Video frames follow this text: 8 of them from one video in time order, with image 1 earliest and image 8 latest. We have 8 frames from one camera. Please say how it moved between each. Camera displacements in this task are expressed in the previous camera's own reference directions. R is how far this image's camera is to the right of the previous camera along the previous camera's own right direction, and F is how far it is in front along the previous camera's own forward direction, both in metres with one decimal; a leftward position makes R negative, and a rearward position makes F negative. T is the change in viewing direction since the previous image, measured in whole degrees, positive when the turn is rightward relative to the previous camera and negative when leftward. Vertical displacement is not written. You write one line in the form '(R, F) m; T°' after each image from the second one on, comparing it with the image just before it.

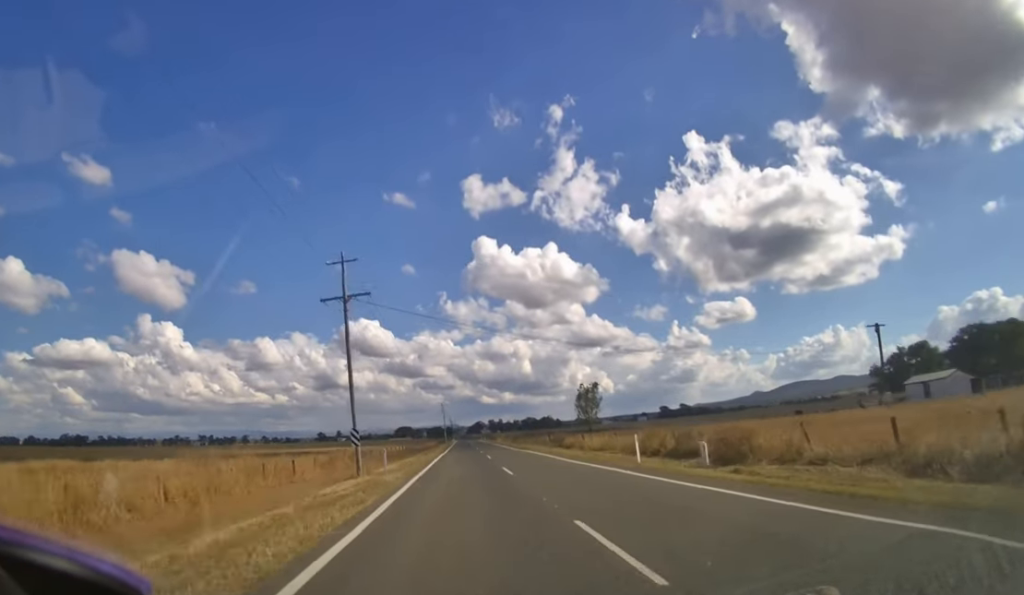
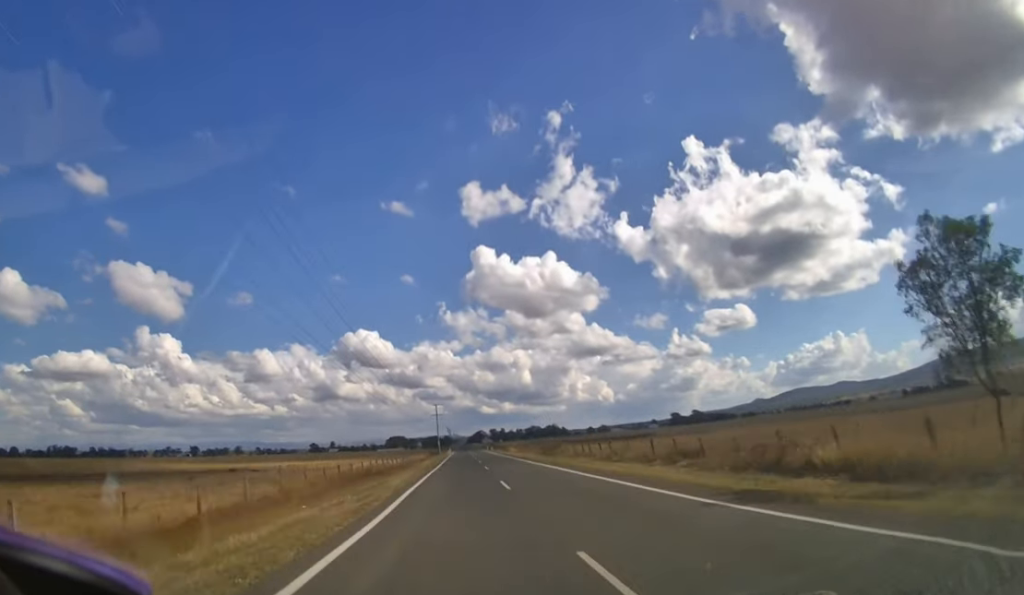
(0.0, +31.4) m; 0°
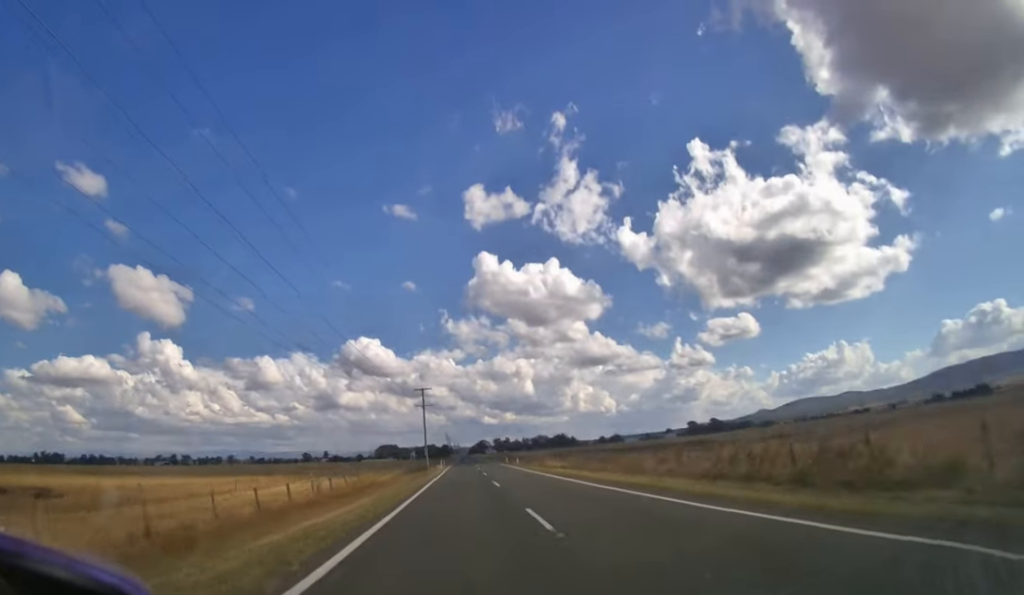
(0.0, +40.8) m; 0°
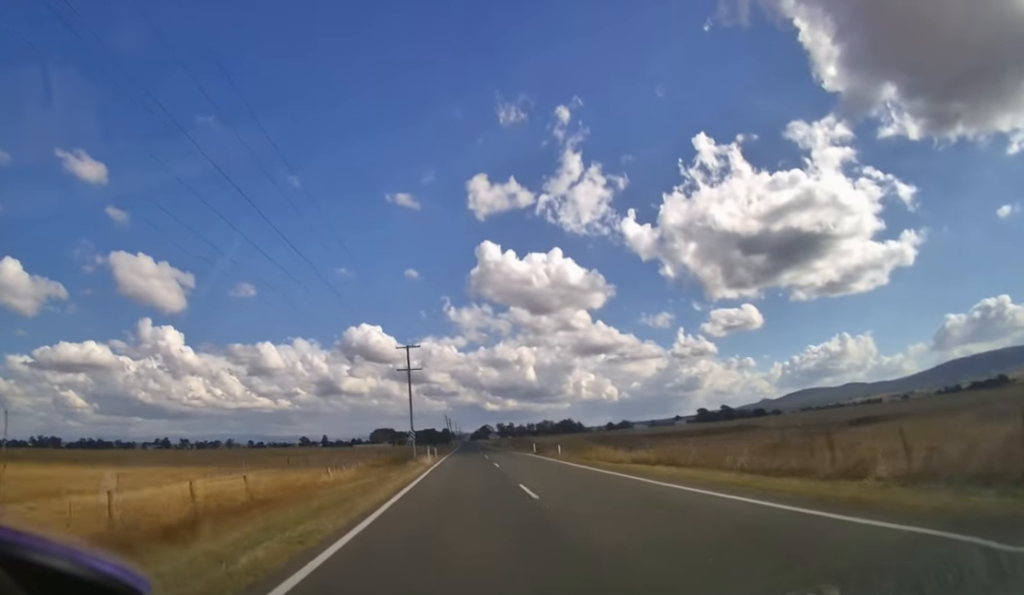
(0.0, +22.7) m; 0°
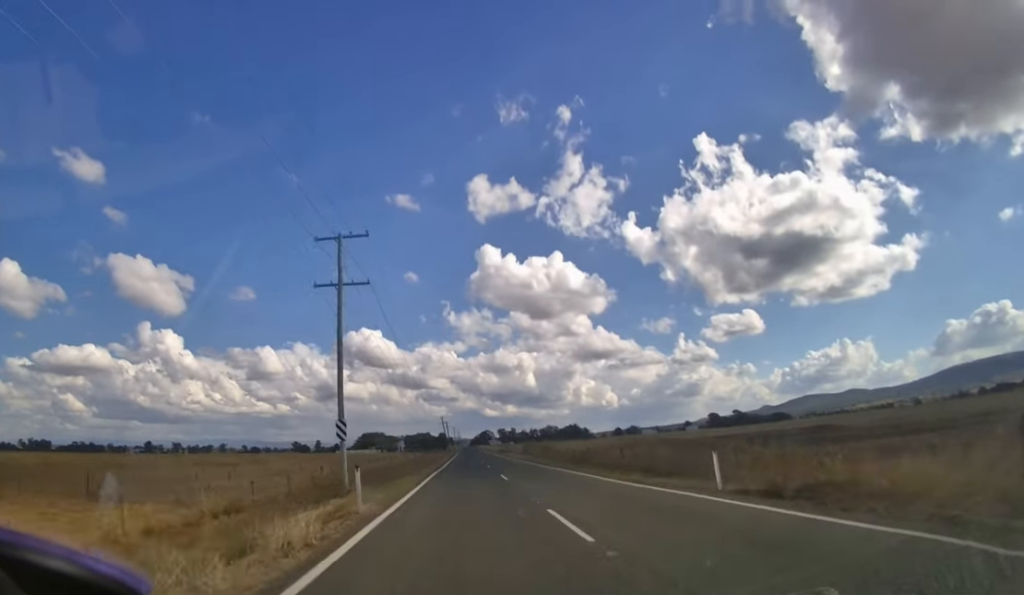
(0.0, +31.9) m; 0°
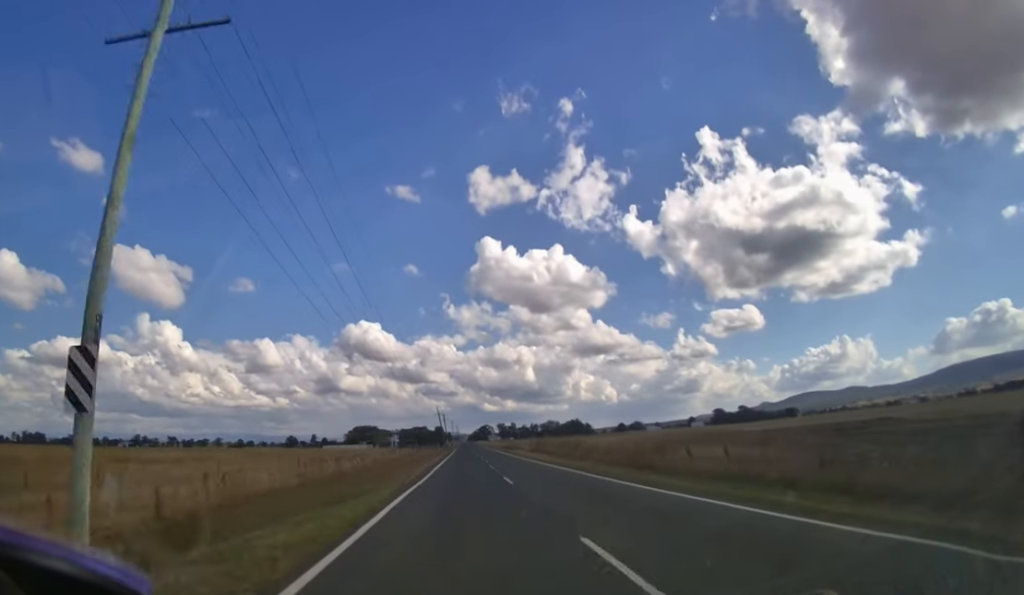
(0.0, +16.6) m; 0°
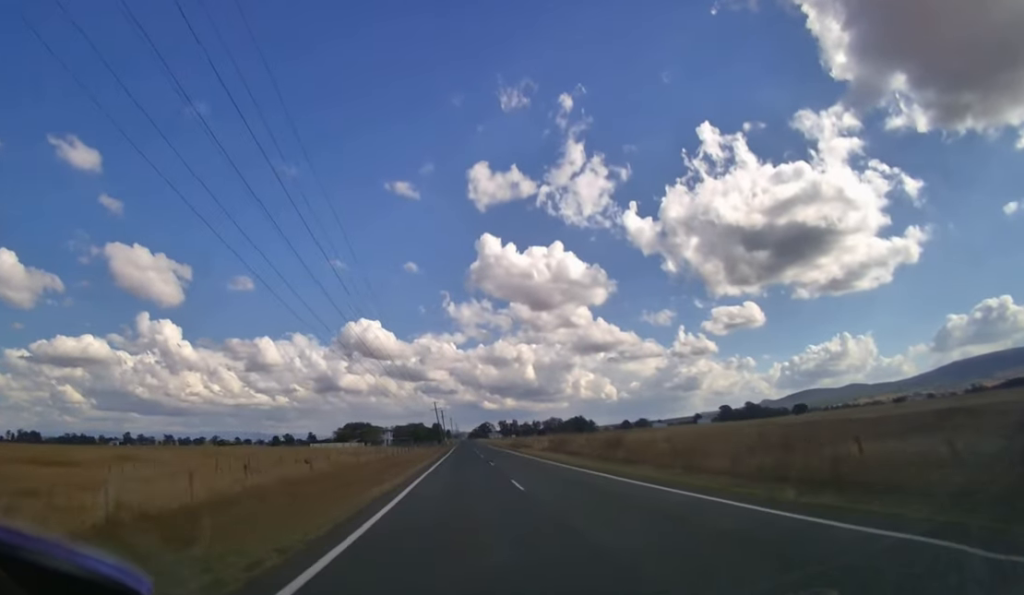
(0.0, +18.4) m; 0°
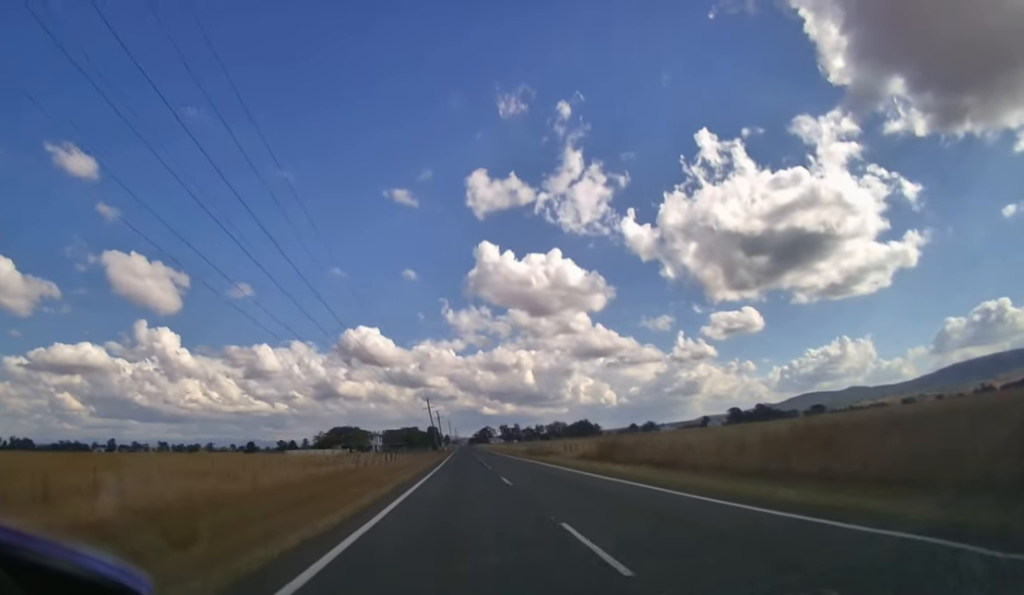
(0.0, +23.3) m; 0°
